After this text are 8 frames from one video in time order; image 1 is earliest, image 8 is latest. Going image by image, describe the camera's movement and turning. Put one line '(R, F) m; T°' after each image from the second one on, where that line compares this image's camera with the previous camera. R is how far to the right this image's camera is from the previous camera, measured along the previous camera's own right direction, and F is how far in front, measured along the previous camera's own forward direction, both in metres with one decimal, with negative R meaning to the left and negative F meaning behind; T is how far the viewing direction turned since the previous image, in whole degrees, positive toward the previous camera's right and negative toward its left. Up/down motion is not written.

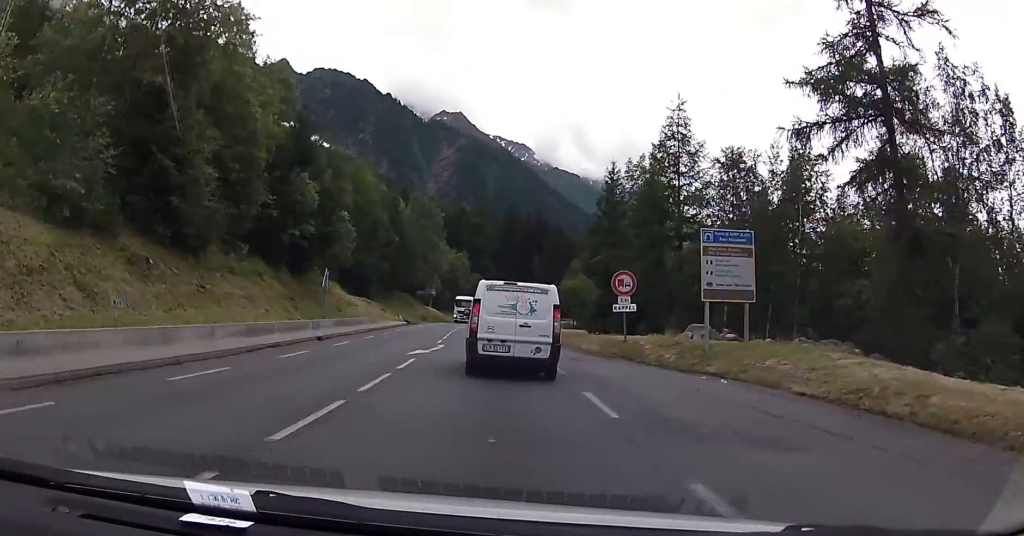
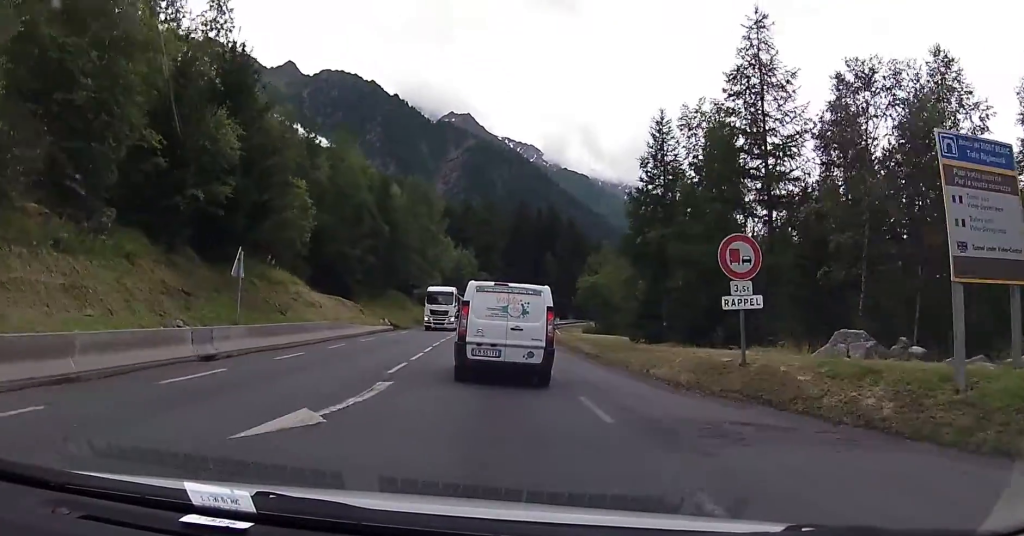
(-0.2, +12.6) m; -1°
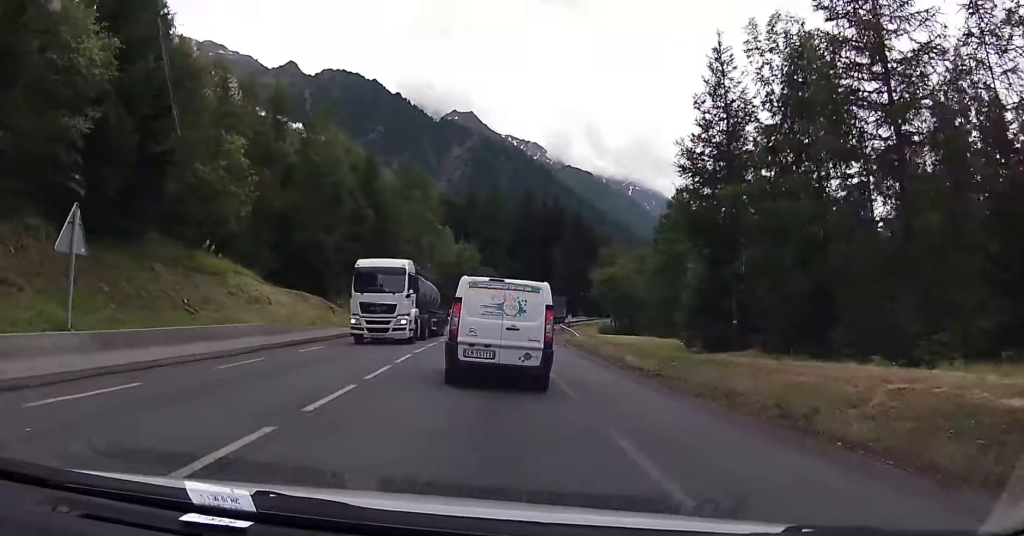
(+0.1, +10.1) m; 0°
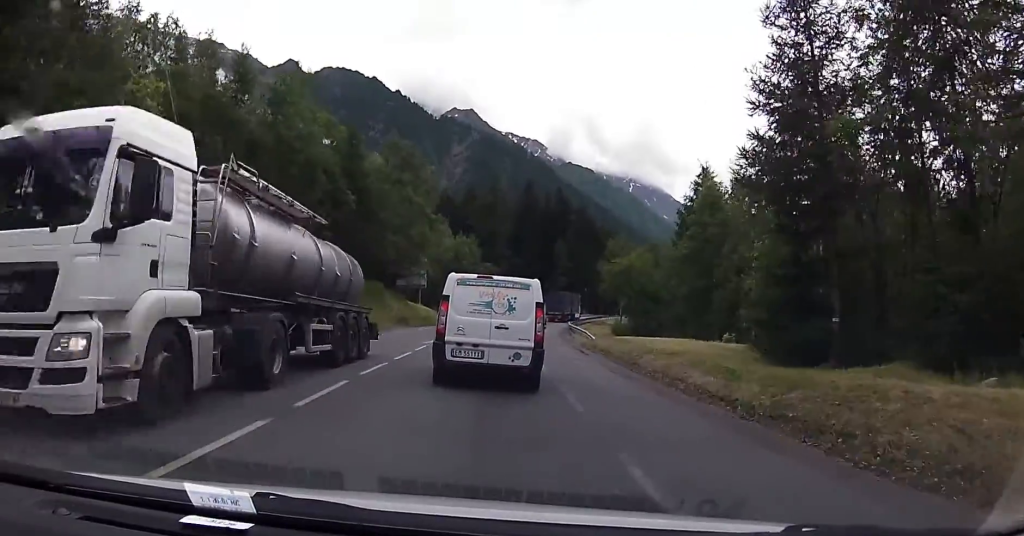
(0.0, +8.5) m; 0°
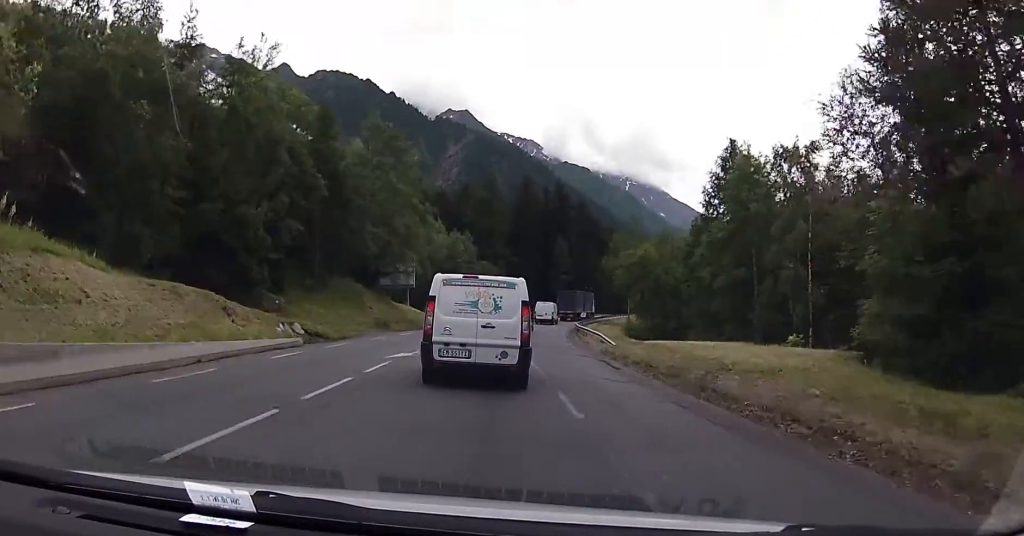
(0.0, +8.4) m; 0°
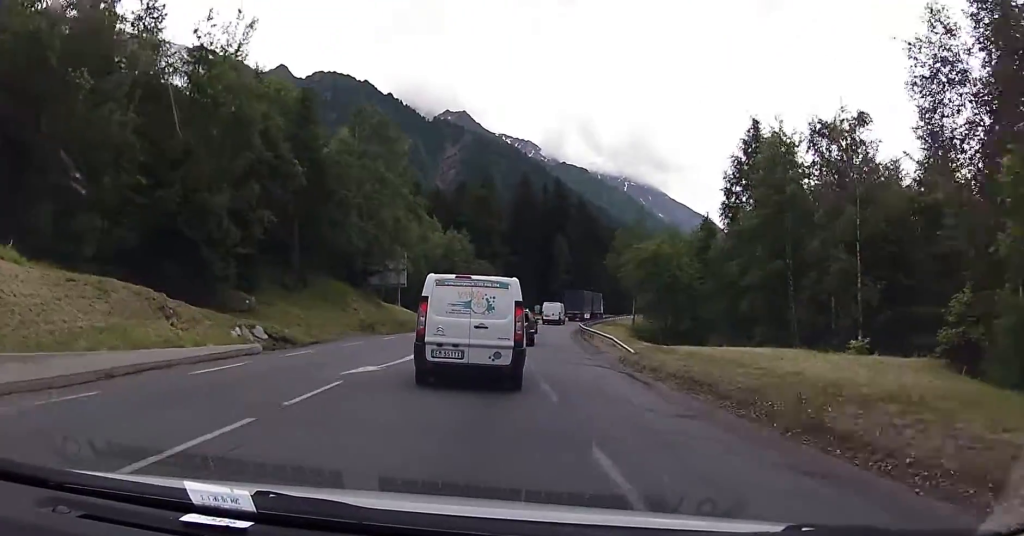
(0.0, +4.9) m; 0°
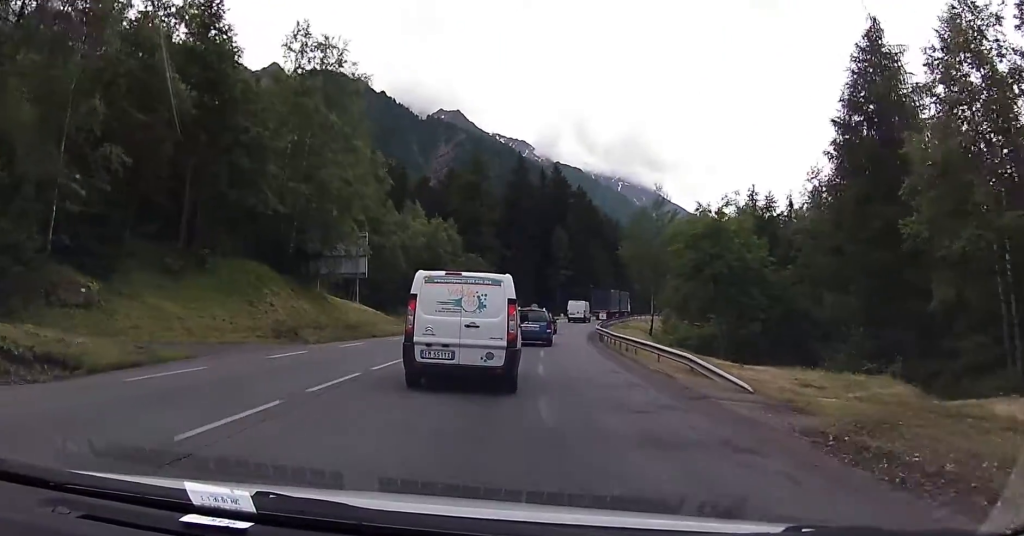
(+0.2, +15.2) m; +2°
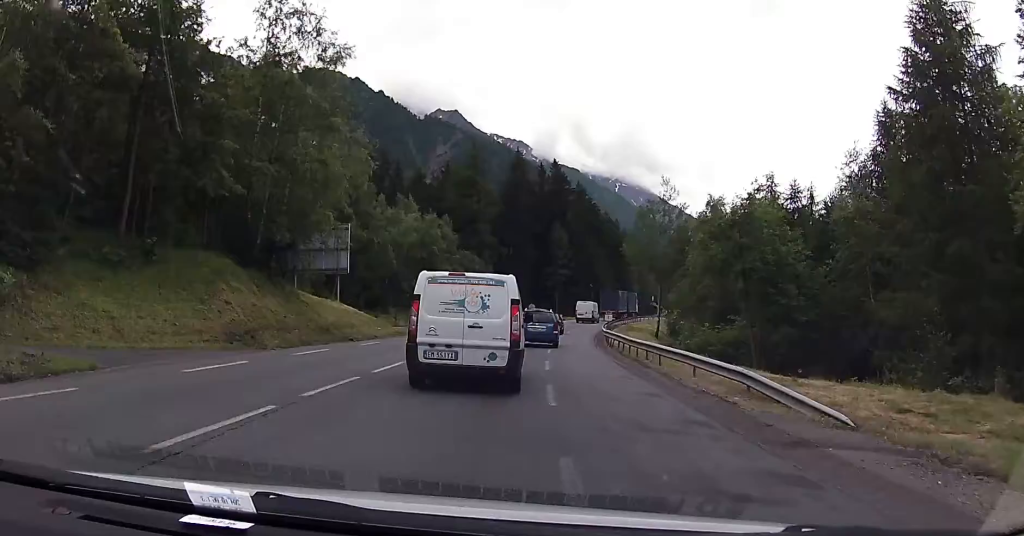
(+0.1, +4.9) m; 0°
